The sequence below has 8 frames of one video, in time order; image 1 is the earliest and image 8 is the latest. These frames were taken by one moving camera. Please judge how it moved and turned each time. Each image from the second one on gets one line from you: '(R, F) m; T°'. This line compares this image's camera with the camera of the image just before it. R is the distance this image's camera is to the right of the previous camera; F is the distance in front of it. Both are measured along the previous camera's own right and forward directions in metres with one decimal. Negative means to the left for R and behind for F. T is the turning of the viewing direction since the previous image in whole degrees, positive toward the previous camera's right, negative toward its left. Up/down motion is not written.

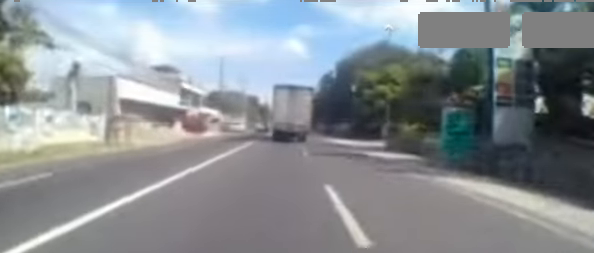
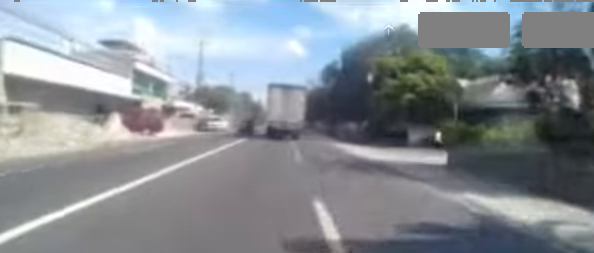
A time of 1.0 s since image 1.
(0.0, +10.2) m; +3°
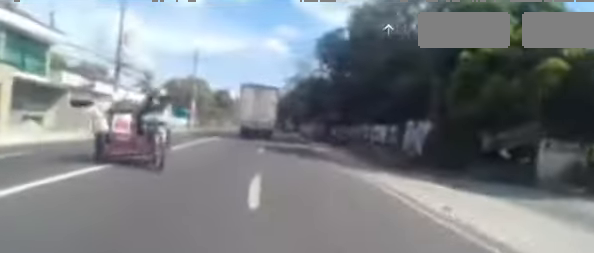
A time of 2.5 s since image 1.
(+0.2, +15.2) m; -3°
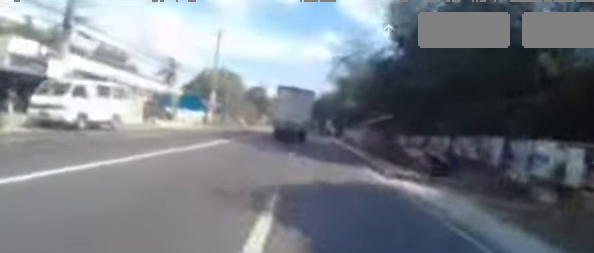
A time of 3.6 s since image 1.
(-0.6, +11.6) m; -3°
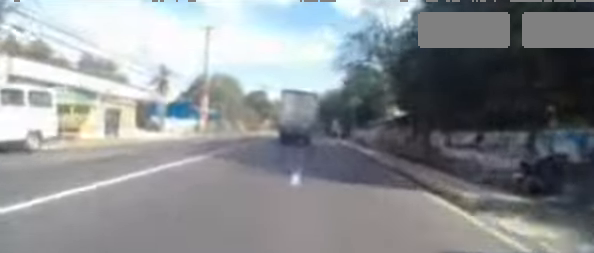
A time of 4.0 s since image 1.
(-0.1, +4.3) m; 0°
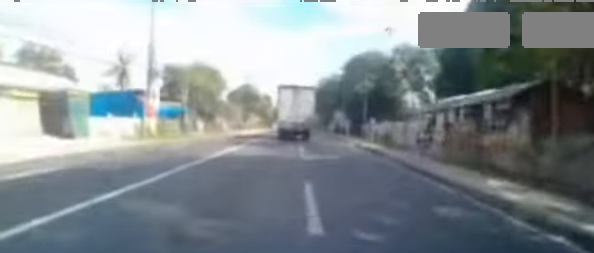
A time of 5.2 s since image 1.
(+0.3, +12.5) m; 0°
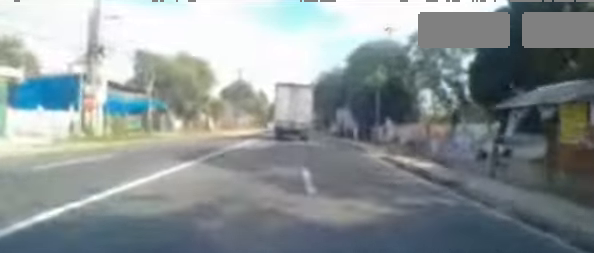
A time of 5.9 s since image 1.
(-0.3, +6.5) m; 0°
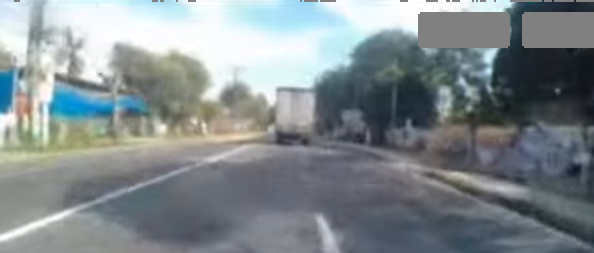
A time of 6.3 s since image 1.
(+0.2, +4.7) m; +1°
